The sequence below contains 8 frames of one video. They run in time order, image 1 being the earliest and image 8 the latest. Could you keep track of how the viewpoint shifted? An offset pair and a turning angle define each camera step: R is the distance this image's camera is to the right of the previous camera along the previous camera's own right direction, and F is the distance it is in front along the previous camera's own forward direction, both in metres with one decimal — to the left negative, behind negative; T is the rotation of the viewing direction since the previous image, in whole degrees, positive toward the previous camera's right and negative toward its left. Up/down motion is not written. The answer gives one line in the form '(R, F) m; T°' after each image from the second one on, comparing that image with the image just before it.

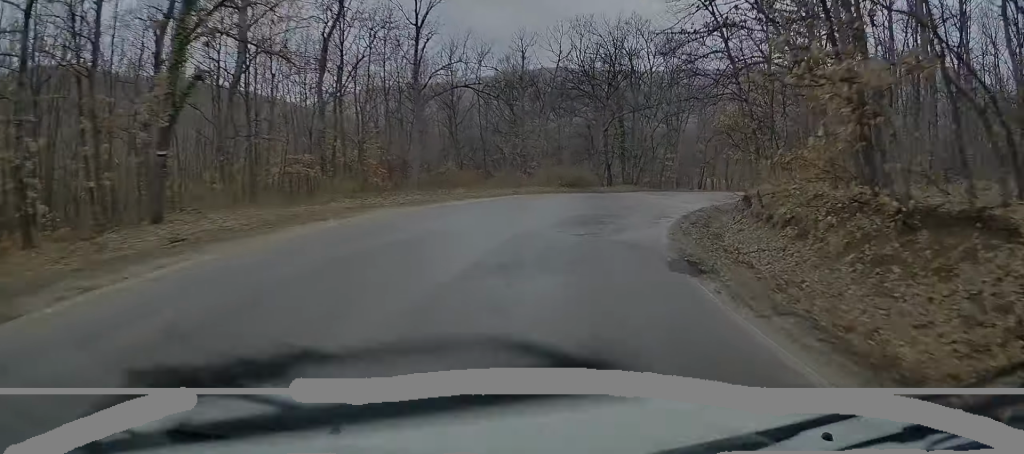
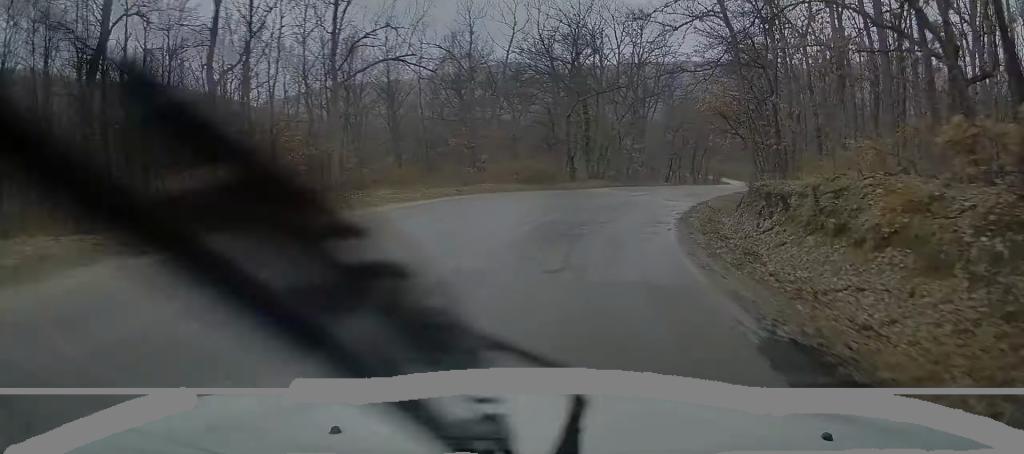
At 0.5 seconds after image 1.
(+0.2, +6.1) m; +4°
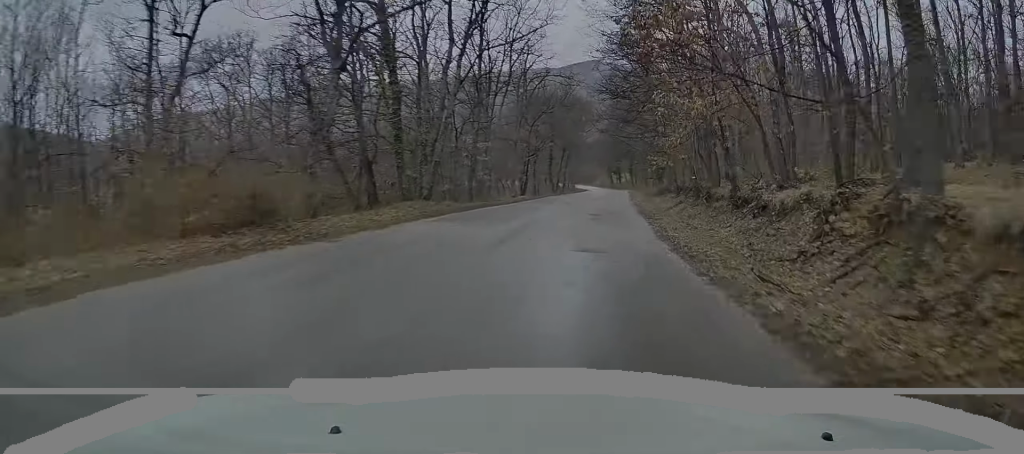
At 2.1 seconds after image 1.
(+2.0, +17.4) m; +14°
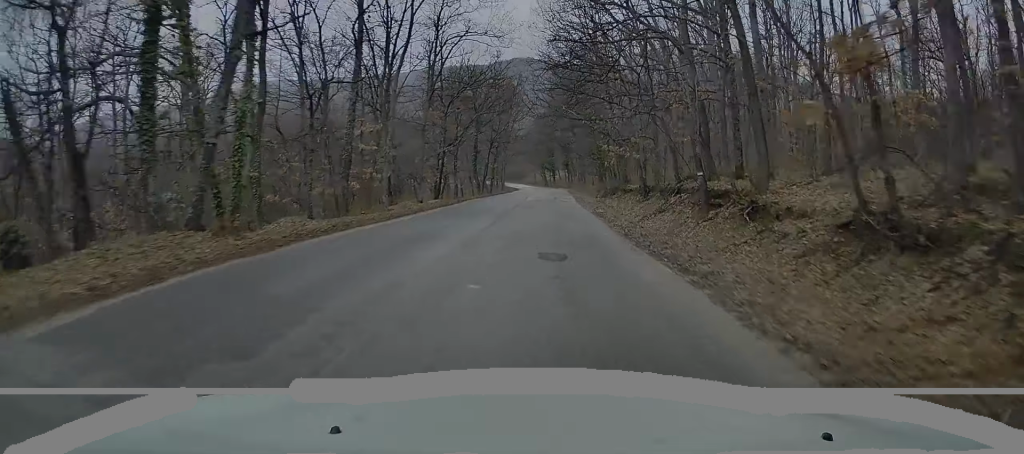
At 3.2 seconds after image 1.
(+0.9, +11.6) m; +8°
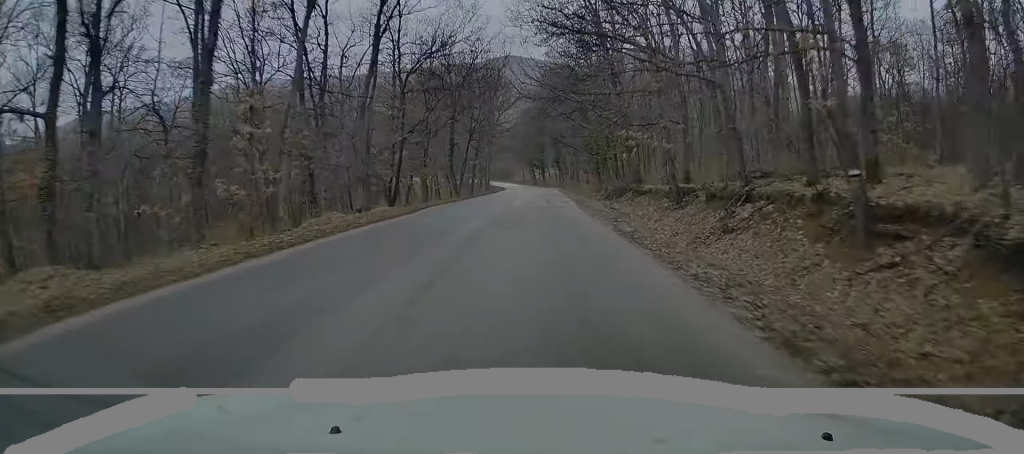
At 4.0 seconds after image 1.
(+0.6, +9.5) m; +3°
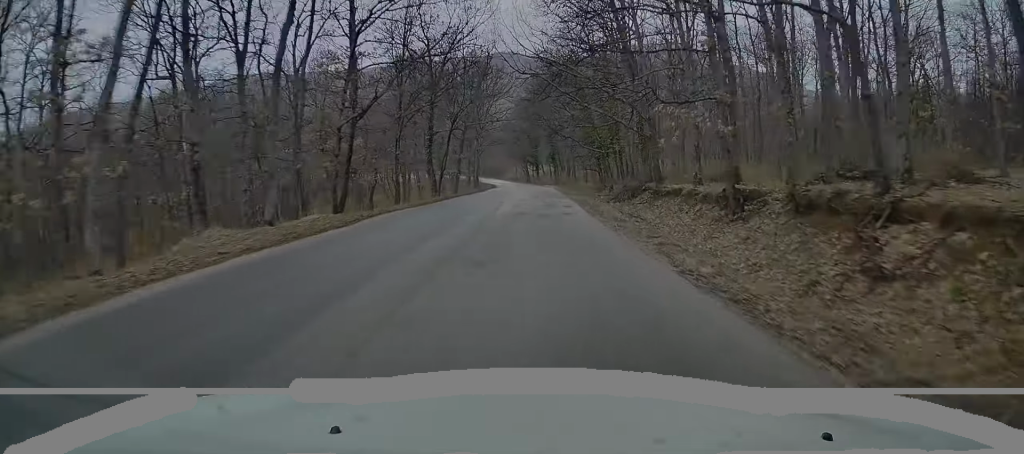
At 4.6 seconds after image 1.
(-0.1, +7.7) m; -1°
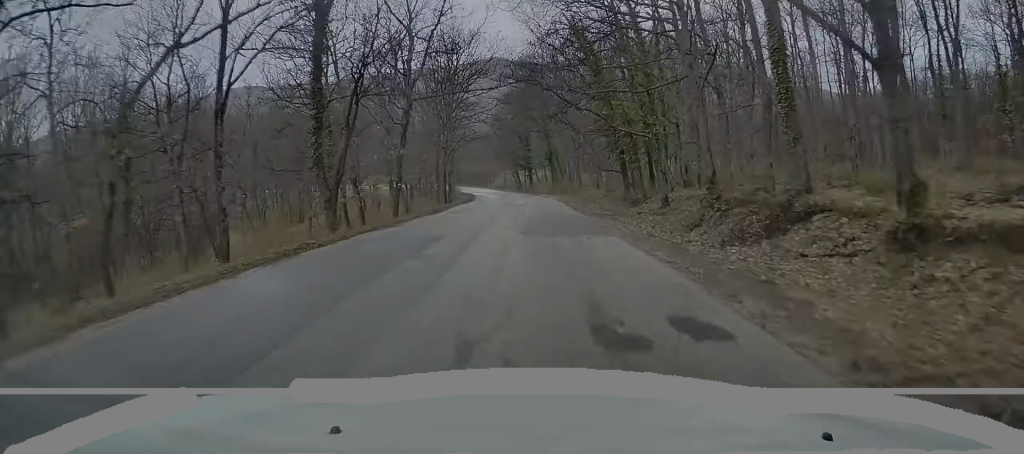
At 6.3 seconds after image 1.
(-0.3, +20.9) m; 0°
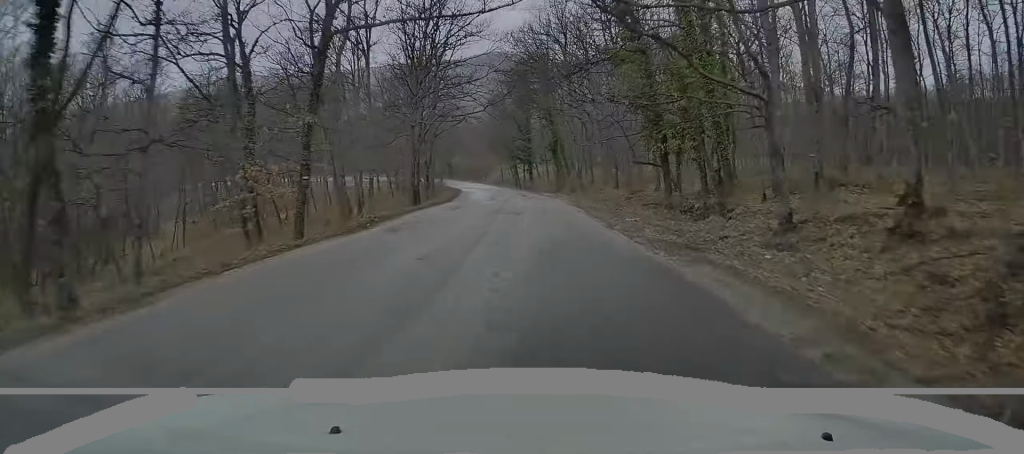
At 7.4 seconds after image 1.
(0.0, +13.2) m; 0°
